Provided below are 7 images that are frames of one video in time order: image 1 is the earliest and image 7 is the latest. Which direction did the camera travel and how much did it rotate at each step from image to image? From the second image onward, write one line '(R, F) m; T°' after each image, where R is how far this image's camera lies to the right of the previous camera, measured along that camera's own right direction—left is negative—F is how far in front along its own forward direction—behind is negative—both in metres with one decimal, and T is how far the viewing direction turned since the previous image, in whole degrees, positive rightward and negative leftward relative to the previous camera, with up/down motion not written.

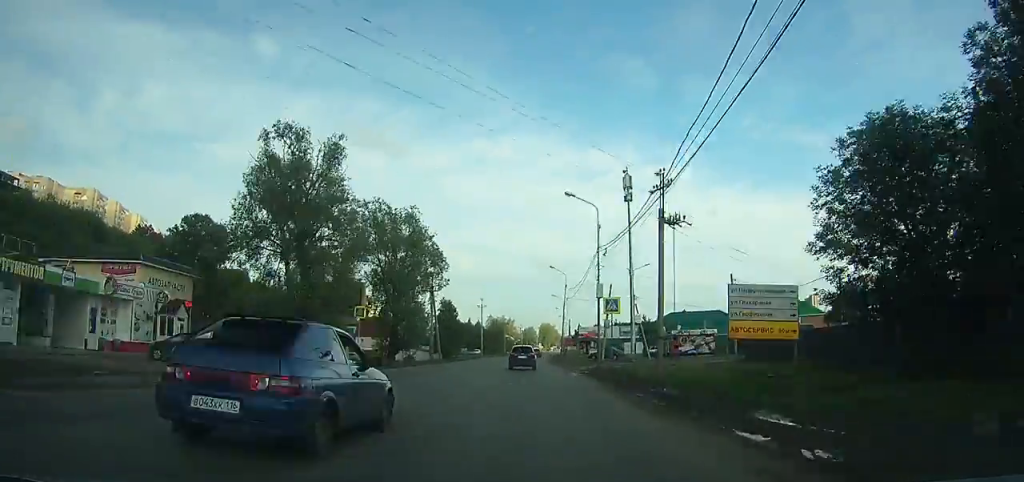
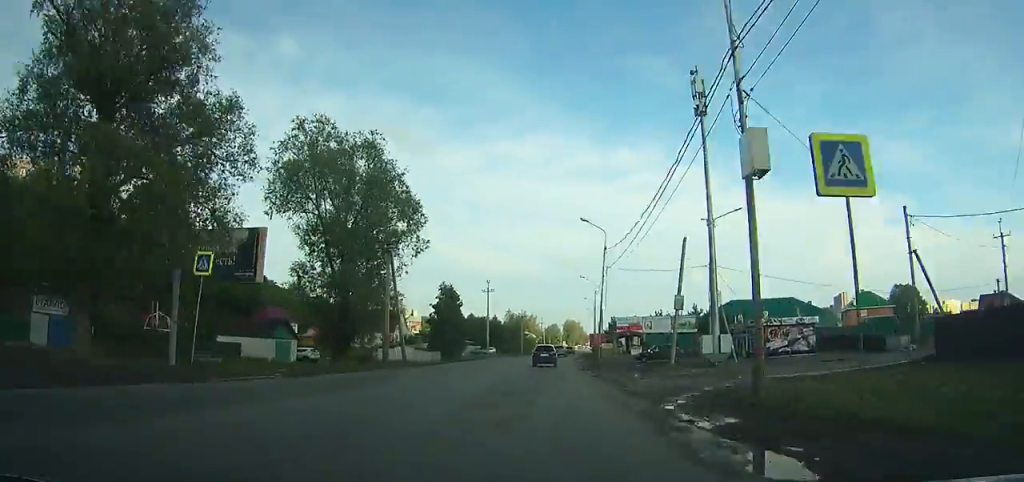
(+0.1, +24.1) m; -1°
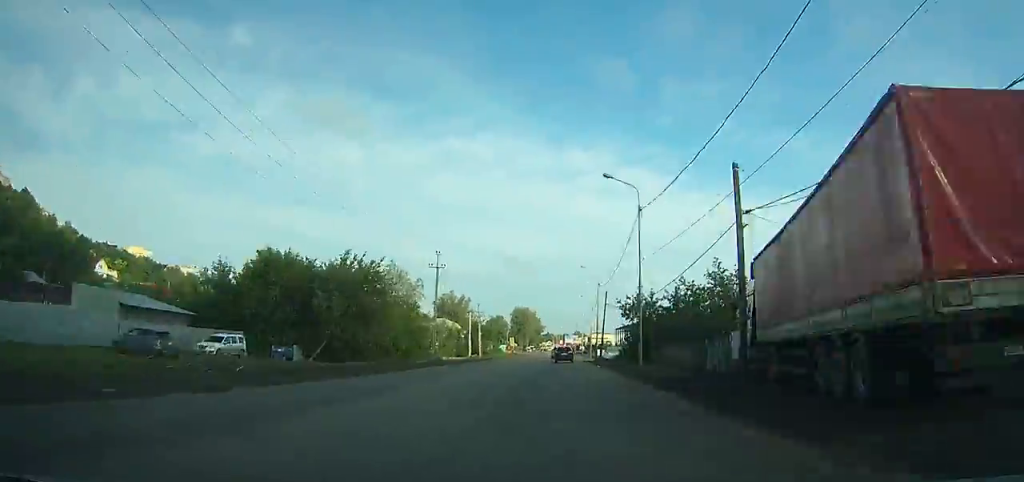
(+1.7, +114.0) m; +3°
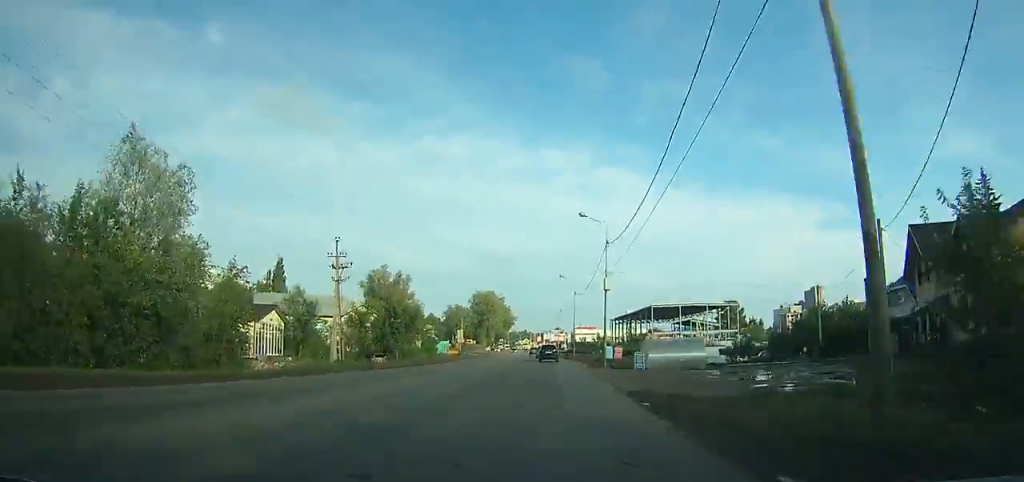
(+1.3, +59.4) m; +2°
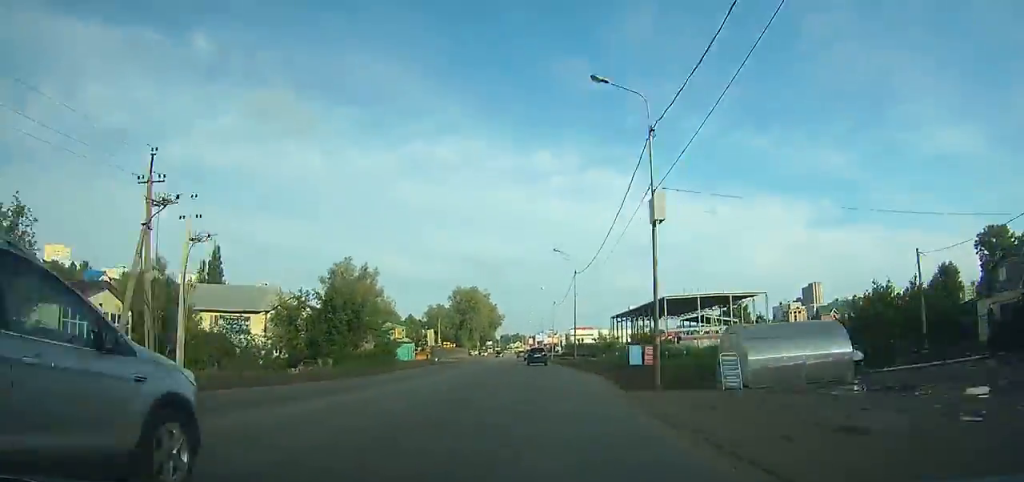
(+0.2, +22.3) m; 0°
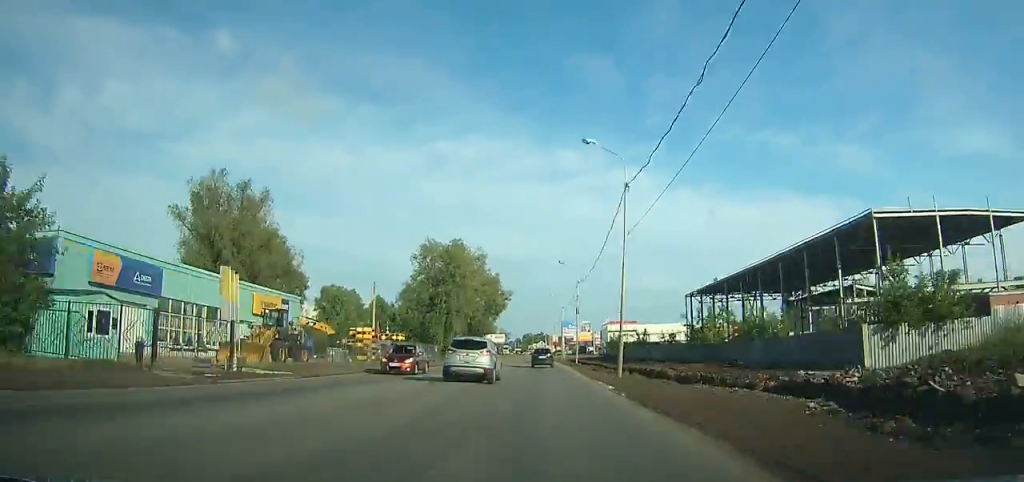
(-0.8, +62.9) m; -2°
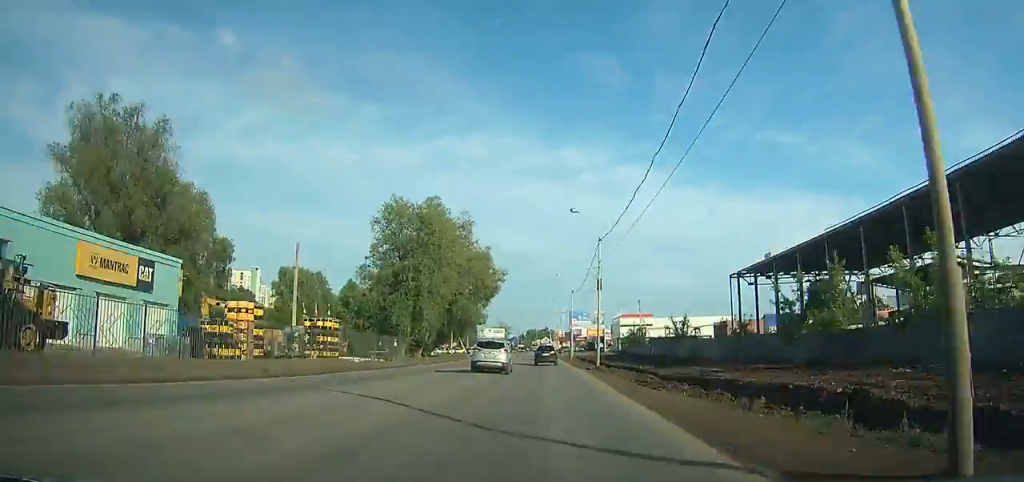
(-0.2, +21.0) m; -1°
